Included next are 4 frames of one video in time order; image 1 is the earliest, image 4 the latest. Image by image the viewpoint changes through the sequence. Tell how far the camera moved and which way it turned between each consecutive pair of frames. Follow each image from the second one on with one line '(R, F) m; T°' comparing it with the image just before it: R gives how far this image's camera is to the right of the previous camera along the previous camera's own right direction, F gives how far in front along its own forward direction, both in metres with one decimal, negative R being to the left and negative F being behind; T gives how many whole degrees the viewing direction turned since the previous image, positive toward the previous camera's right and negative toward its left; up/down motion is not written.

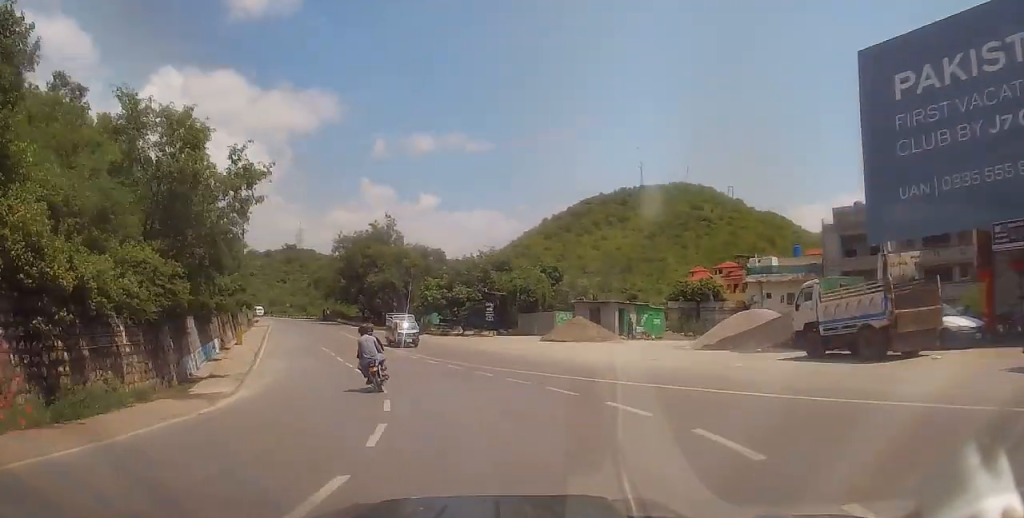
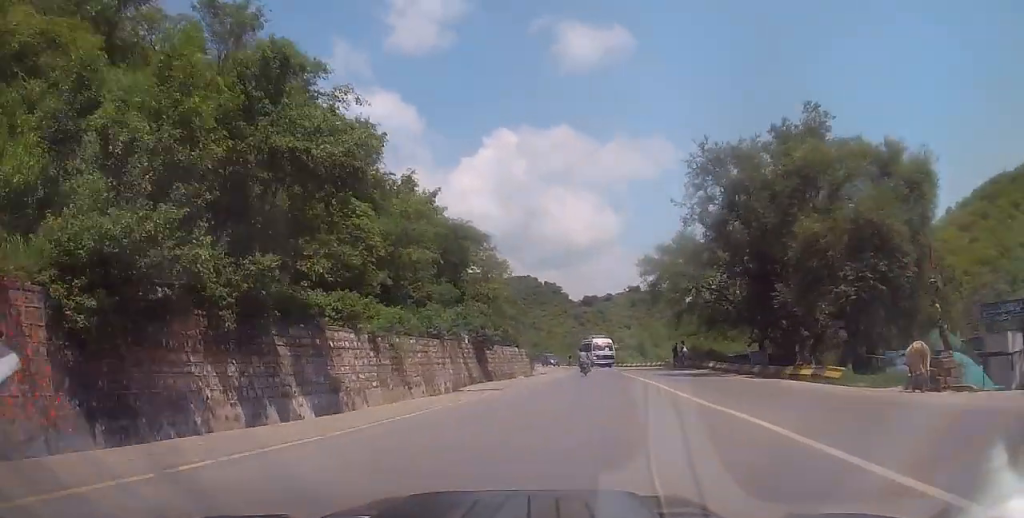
(-12.7, +46.0) m; -26°
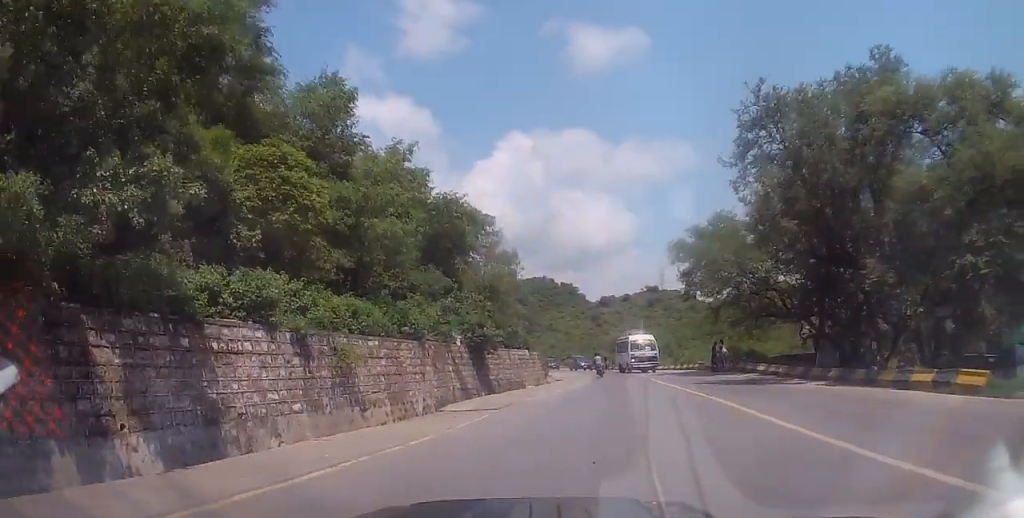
(0.0, +6.7) m; -3°
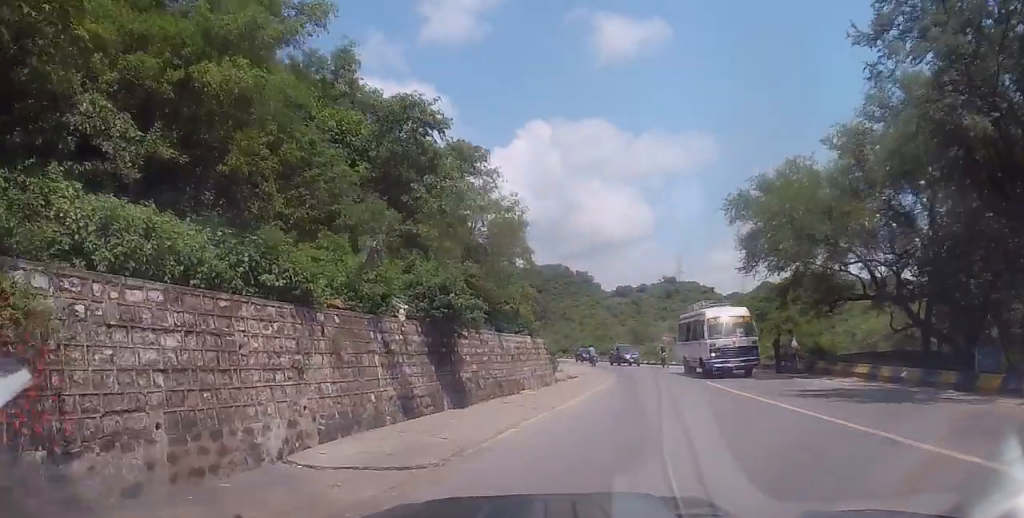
(-0.6, +10.2) m; -1°
